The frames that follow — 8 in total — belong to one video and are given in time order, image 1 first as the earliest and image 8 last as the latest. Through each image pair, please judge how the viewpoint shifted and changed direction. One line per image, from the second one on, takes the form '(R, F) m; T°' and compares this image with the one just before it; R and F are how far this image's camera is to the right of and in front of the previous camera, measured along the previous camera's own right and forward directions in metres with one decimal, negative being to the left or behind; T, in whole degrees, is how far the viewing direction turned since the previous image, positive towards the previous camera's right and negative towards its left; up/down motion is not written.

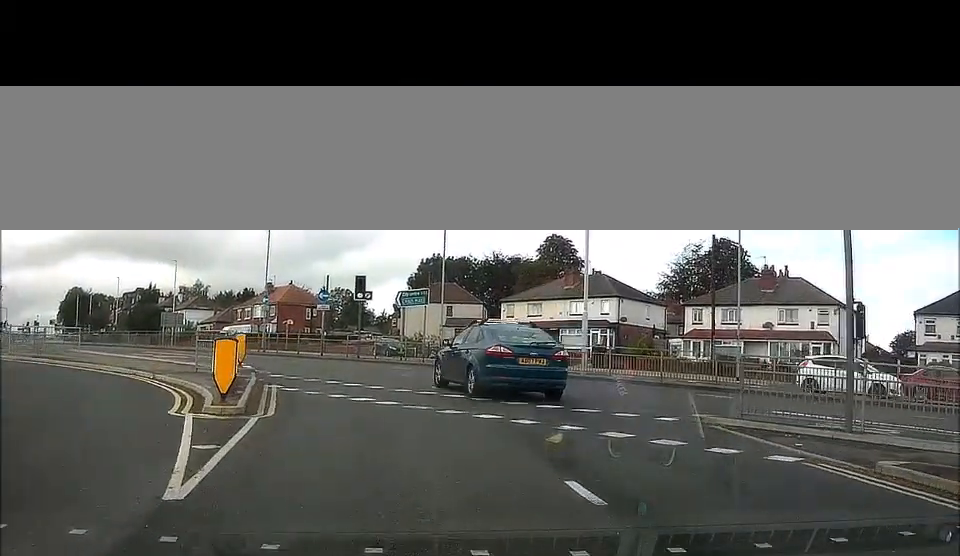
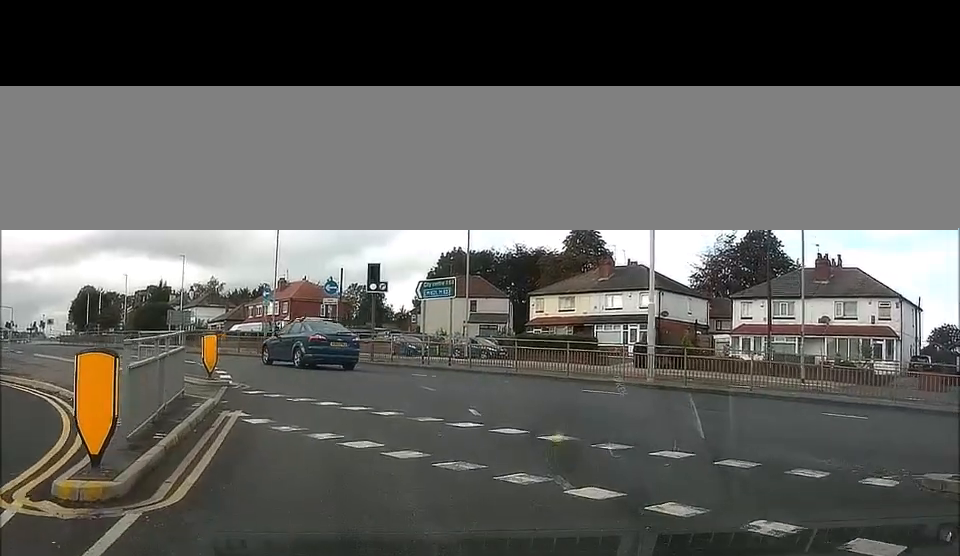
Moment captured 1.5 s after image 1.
(-0.1, +5.8) m; -3°
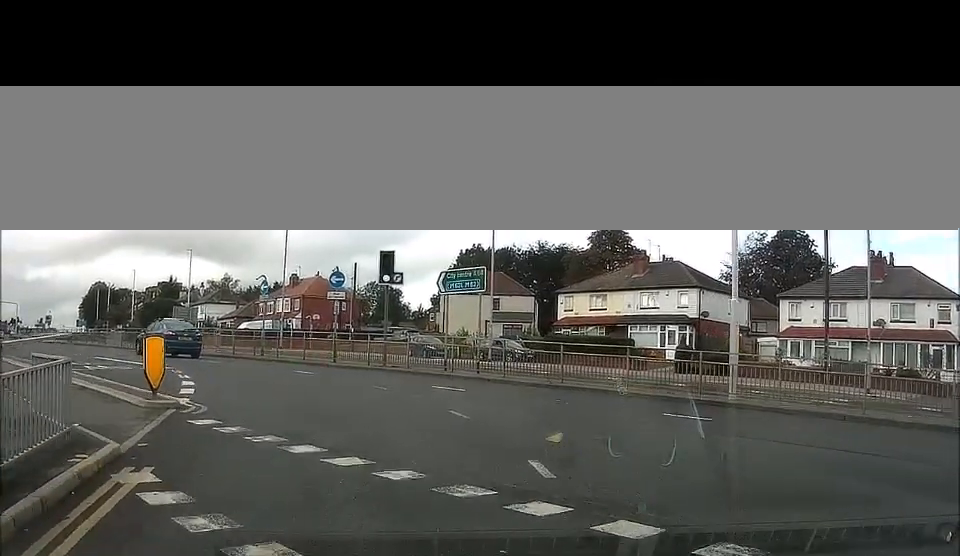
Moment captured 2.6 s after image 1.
(-0.2, +5.1) m; -6°
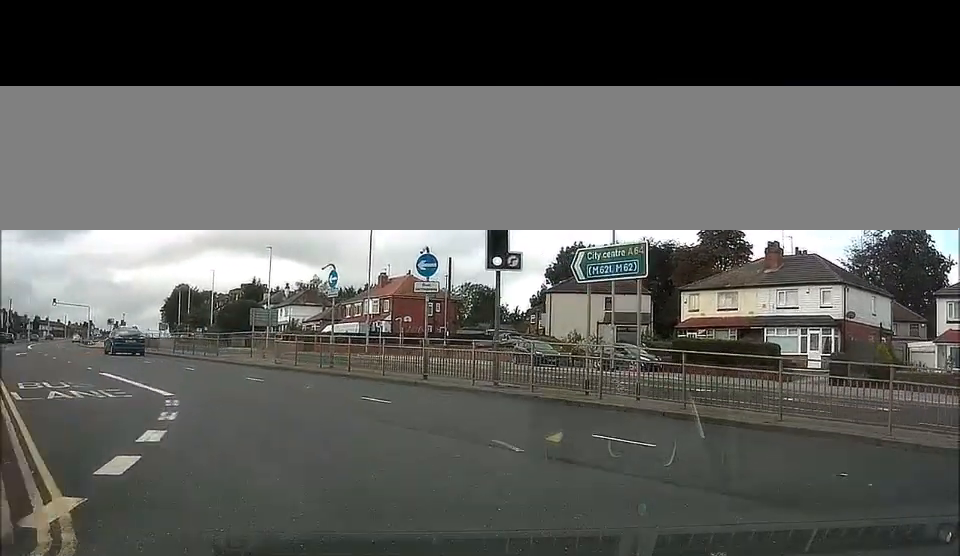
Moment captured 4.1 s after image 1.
(-0.8, +7.7) m; -14°
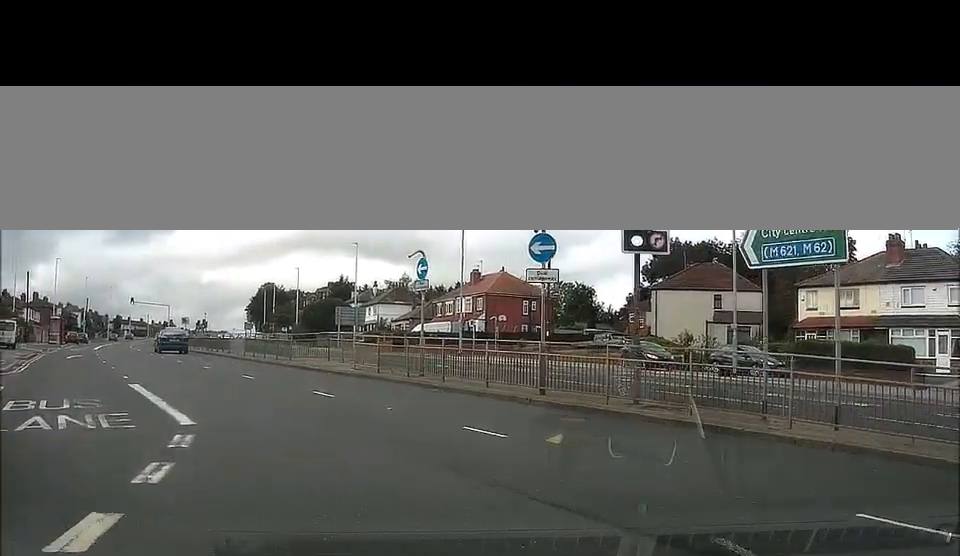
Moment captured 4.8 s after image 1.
(-0.3, +4.5) m; -6°
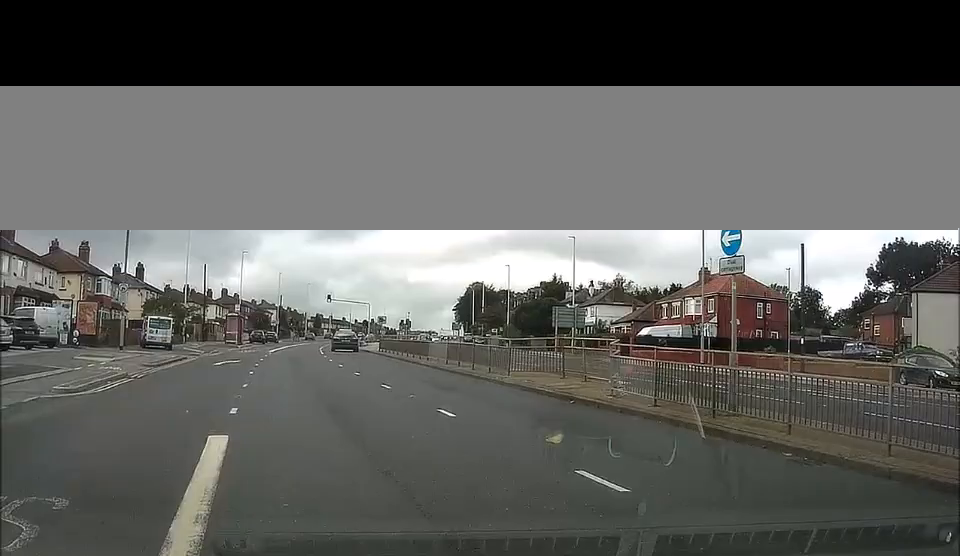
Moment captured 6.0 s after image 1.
(-0.6, +7.8) m; -6°
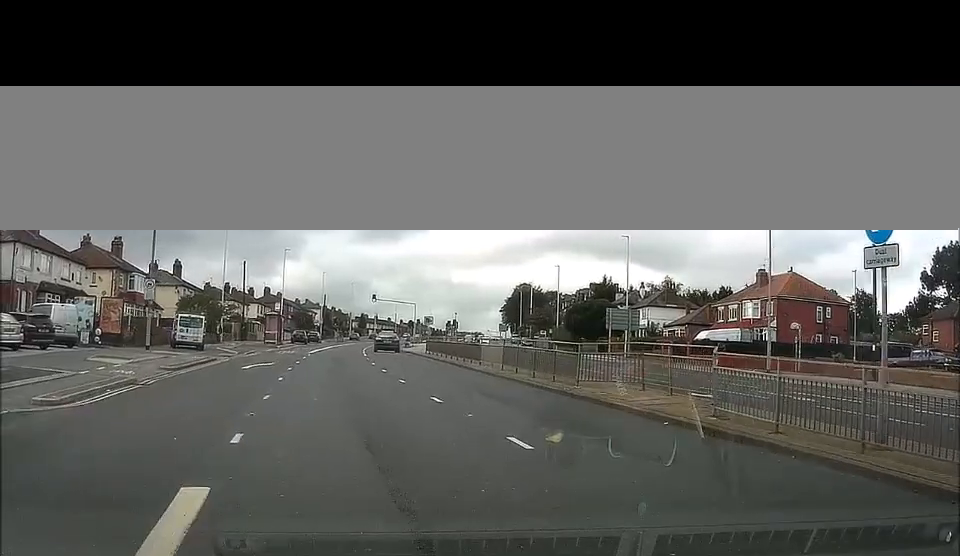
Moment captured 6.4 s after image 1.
(-0.1, +2.4) m; -1°
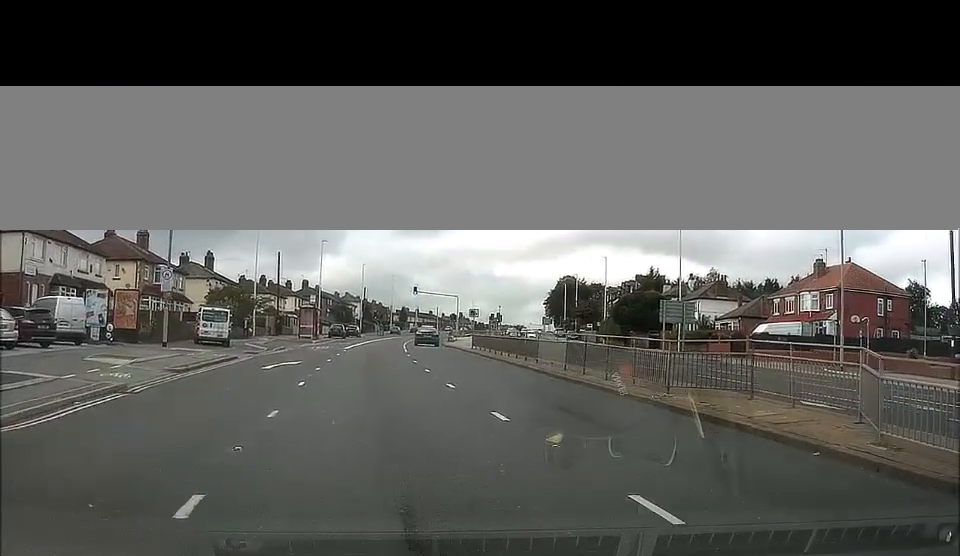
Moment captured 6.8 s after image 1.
(0.0, +3.2) m; +1°
